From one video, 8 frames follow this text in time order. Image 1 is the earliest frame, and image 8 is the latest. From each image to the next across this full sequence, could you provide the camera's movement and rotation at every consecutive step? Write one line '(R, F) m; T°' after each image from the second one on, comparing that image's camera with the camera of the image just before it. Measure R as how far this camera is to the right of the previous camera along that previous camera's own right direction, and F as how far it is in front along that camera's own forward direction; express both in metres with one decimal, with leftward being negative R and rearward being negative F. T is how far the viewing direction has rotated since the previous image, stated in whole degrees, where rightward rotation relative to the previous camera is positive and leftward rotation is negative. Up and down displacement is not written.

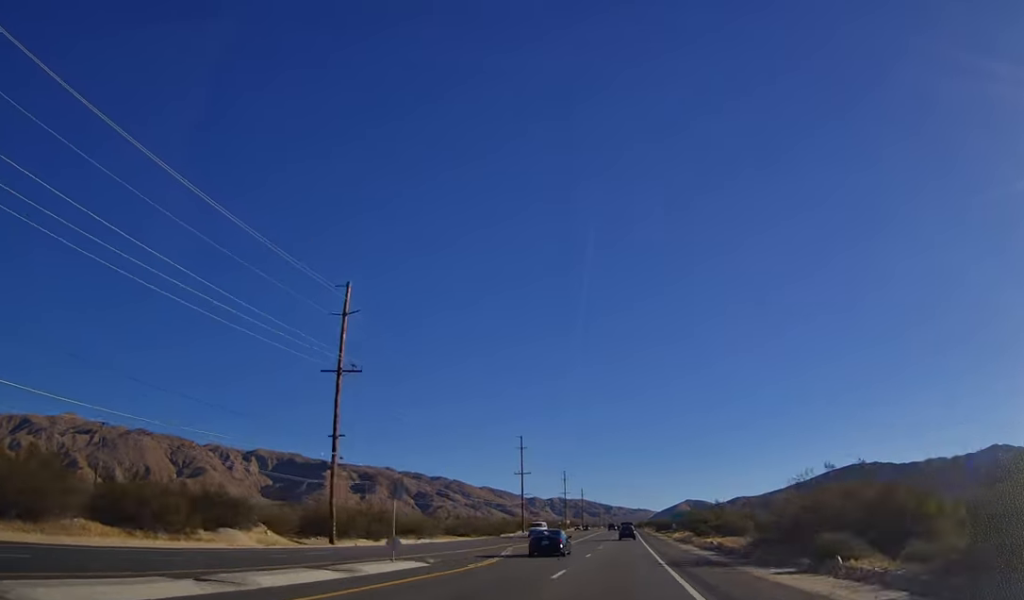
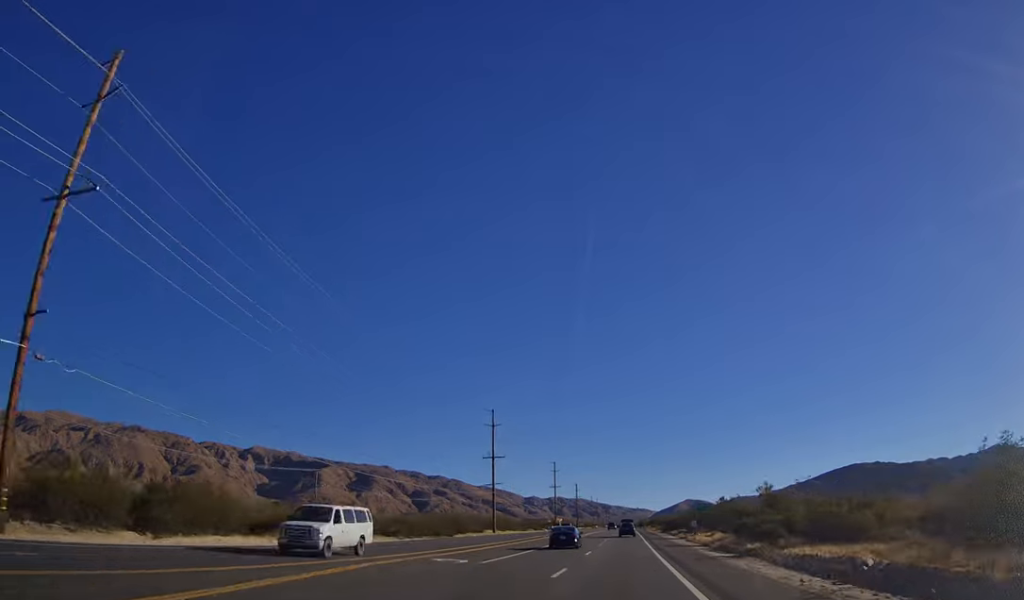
(-0.2, +29.8) m; 0°
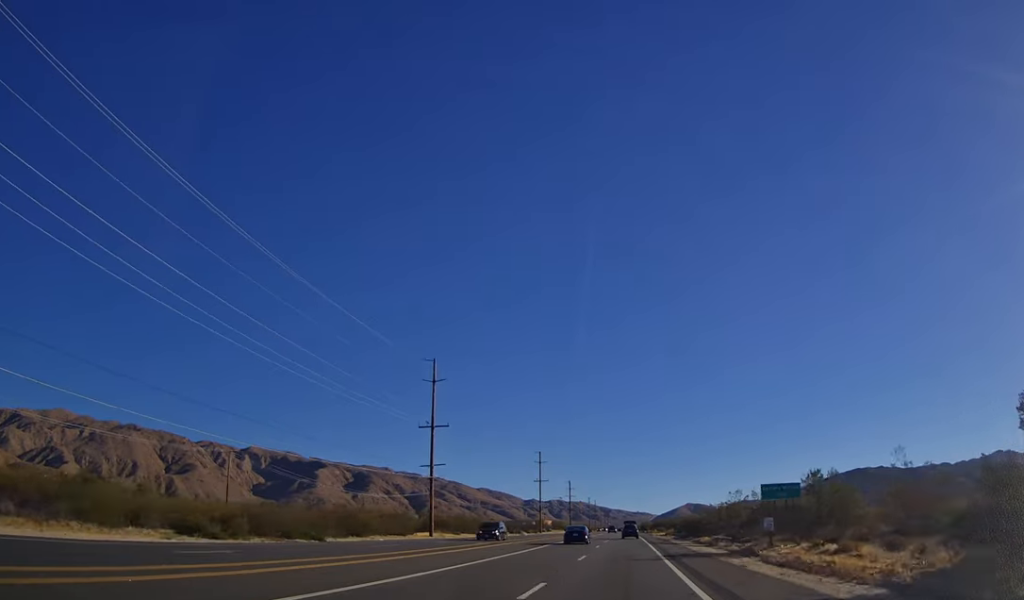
(-0.1, +35.4) m; 0°
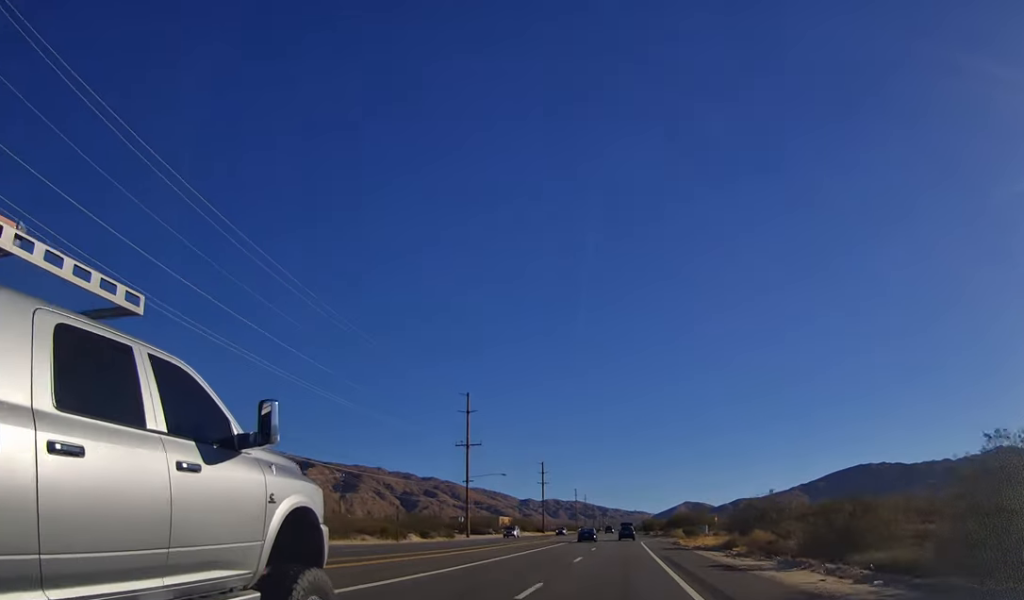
(+0.6, +73.0) m; +1°
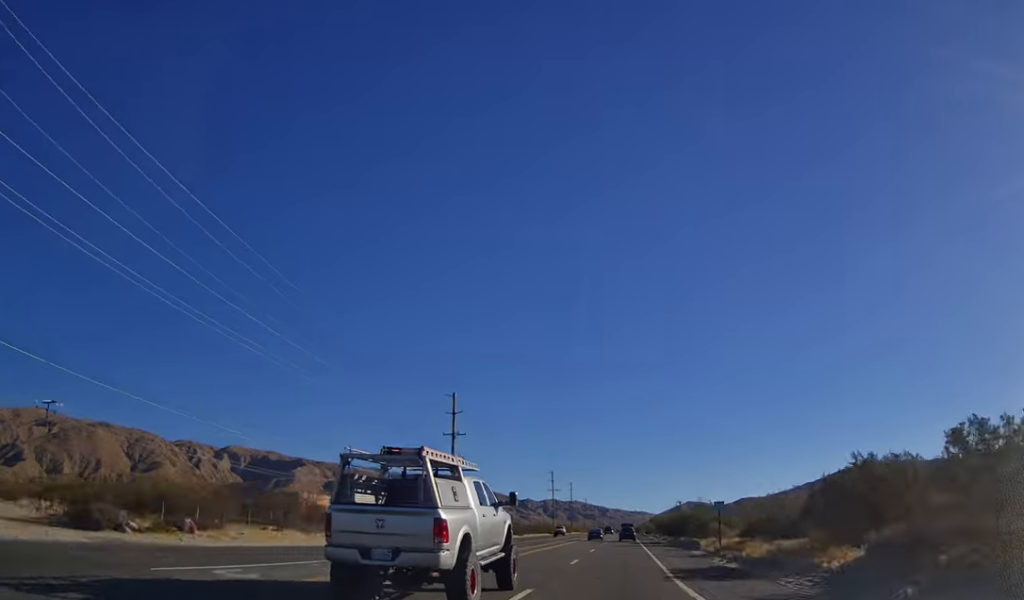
(+0.1, +92.8) m; 0°
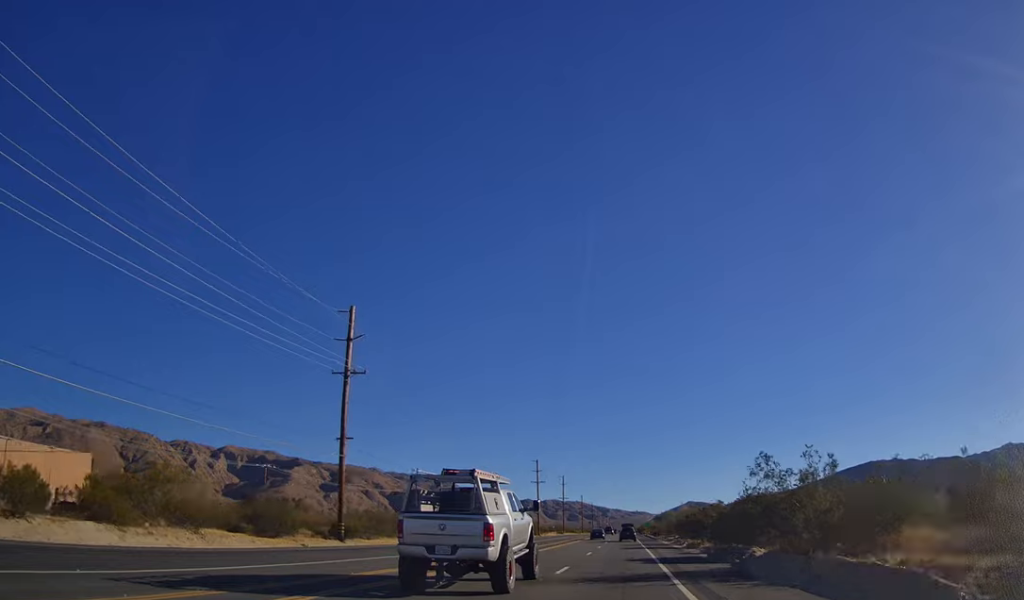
(+0.2, +34.4) m; 0°
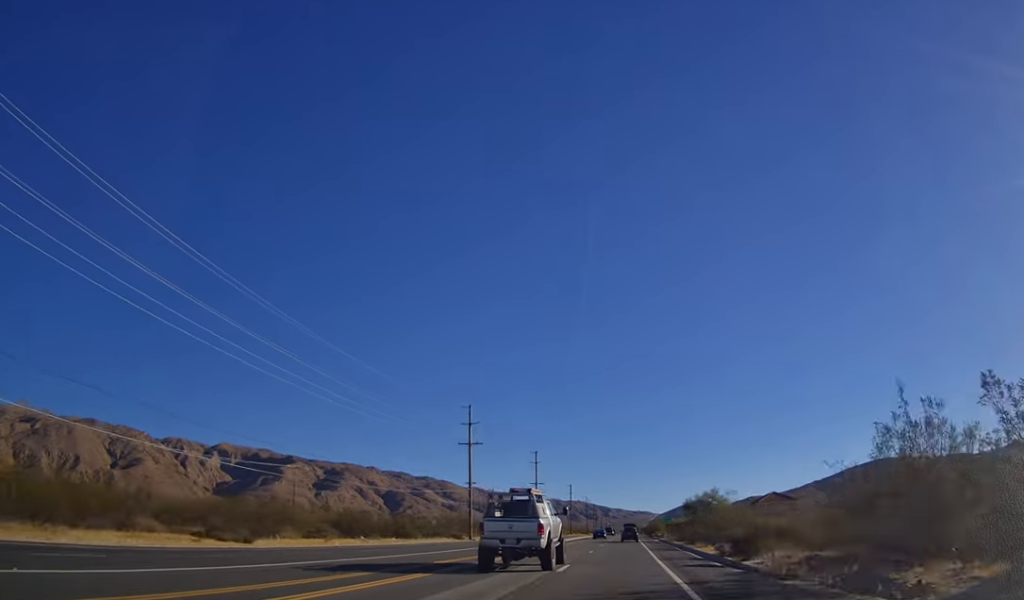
(-0.7, +72.7) m; -1°
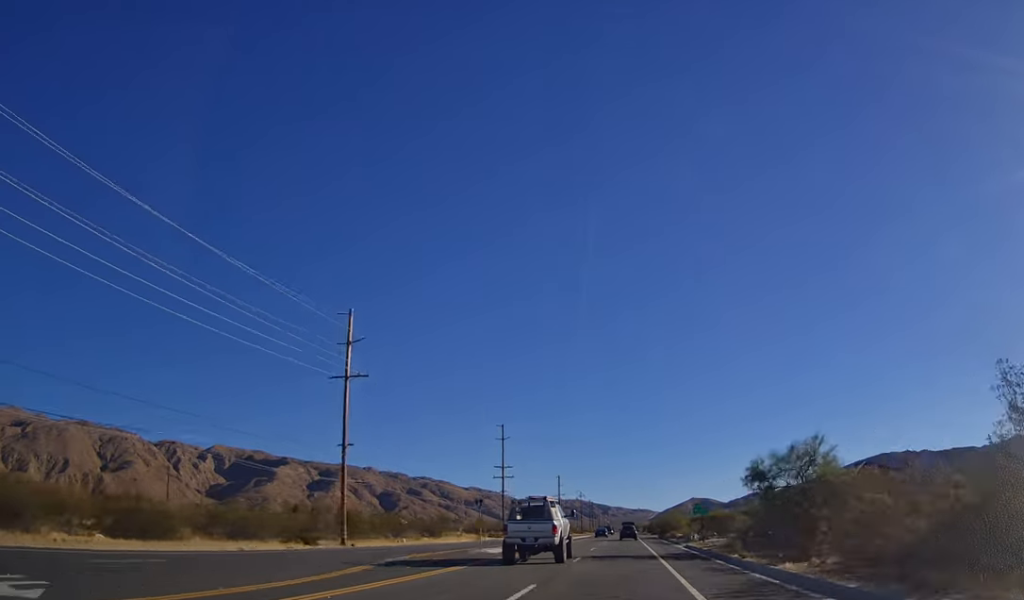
(+0.1, +42.0) m; 0°
